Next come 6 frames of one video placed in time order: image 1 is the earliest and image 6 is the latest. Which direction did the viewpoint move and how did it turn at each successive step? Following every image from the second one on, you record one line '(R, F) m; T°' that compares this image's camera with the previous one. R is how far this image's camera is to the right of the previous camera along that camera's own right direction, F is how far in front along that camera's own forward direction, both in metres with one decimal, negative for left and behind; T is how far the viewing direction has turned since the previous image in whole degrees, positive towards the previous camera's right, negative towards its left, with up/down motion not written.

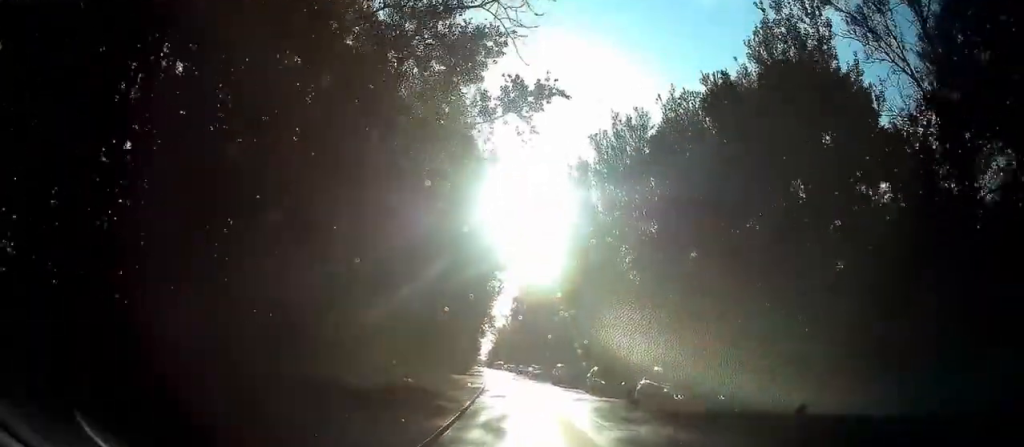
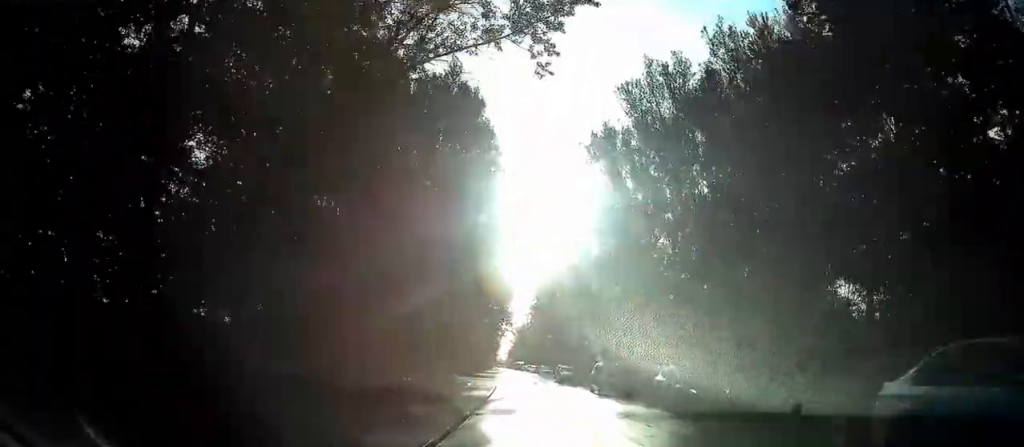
(-0.3, +8.6) m; 0°
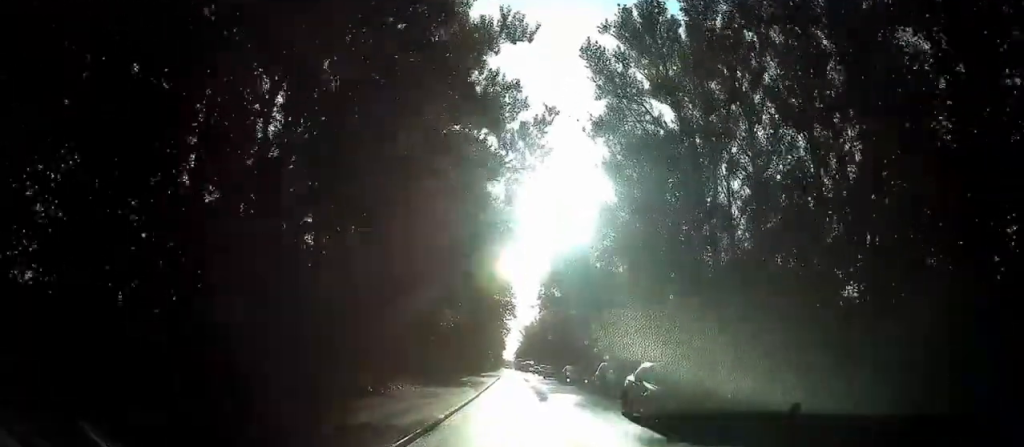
(+0.5, +19.4) m; +1°
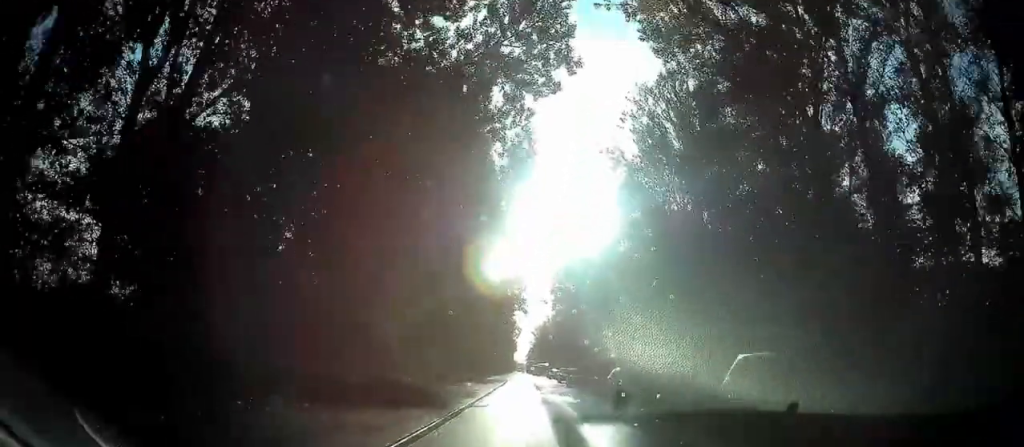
(-0.1, +12.7) m; 0°
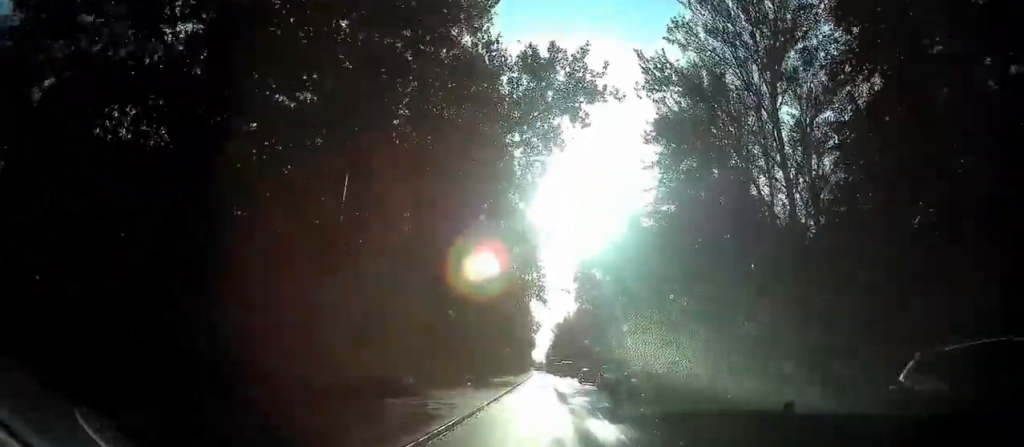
(-0.2, +13.4) m; -2°
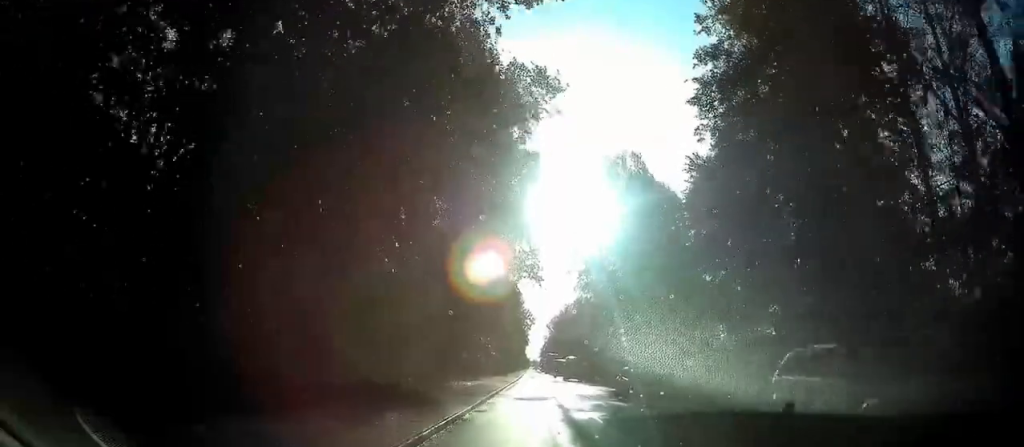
(-0.2, +17.7) m; +1°
